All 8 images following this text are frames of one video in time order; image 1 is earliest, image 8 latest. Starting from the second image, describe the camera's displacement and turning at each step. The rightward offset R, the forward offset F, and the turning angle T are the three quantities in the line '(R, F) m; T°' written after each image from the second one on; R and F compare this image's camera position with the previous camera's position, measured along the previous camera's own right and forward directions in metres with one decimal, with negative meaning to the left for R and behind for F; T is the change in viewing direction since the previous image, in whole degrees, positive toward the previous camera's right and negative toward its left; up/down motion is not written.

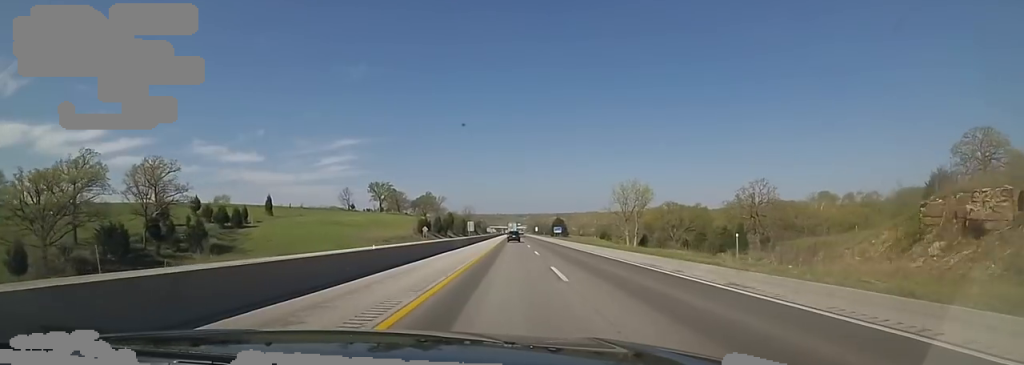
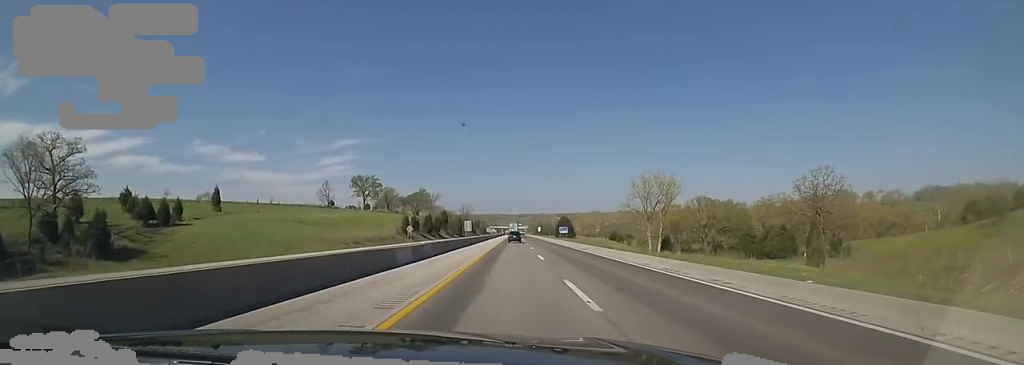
(+0.2, +19.8) m; 0°
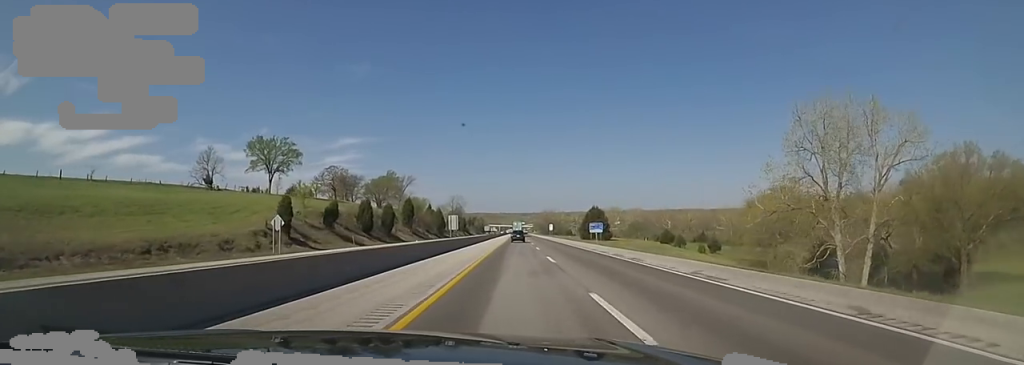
(-0.9, +62.2) m; -2°
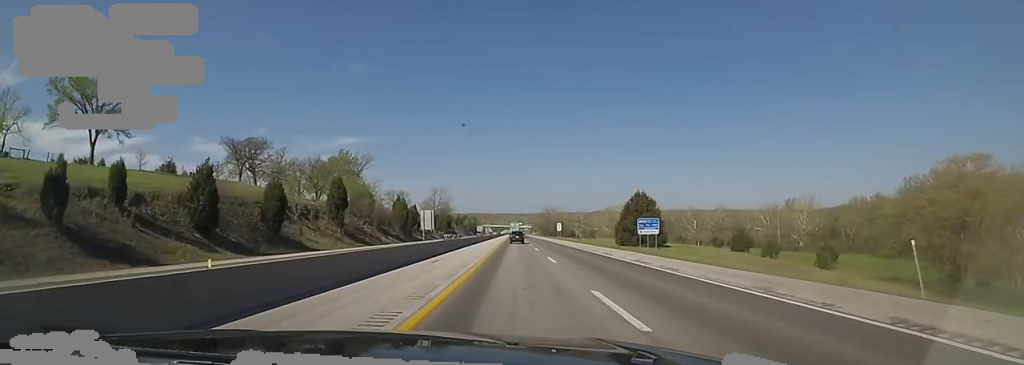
(+0.1, +43.5) m; +1°
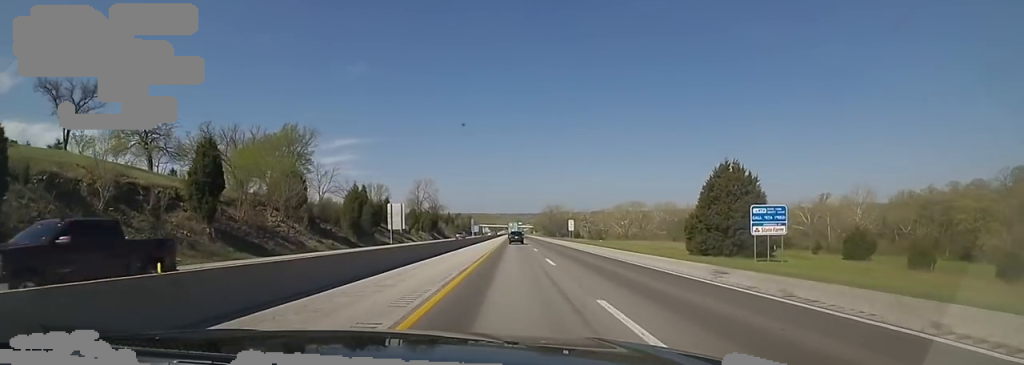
(+0.4, +31.2) m; 0°
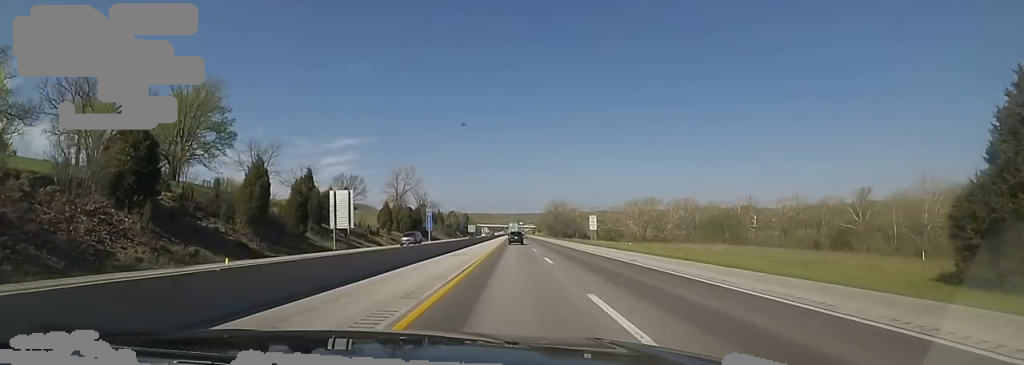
(-0.2, +29.3) m; 0°
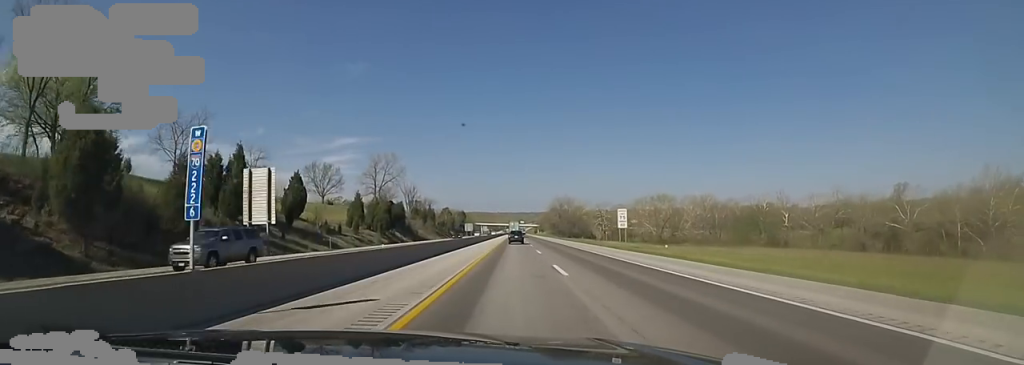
(+0.3, +21.6) m; -1°
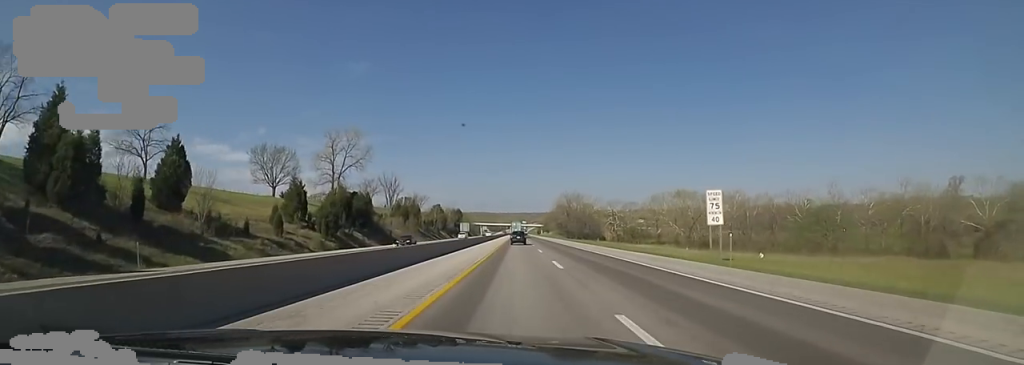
(-0.5, +29.5) m; -1°
